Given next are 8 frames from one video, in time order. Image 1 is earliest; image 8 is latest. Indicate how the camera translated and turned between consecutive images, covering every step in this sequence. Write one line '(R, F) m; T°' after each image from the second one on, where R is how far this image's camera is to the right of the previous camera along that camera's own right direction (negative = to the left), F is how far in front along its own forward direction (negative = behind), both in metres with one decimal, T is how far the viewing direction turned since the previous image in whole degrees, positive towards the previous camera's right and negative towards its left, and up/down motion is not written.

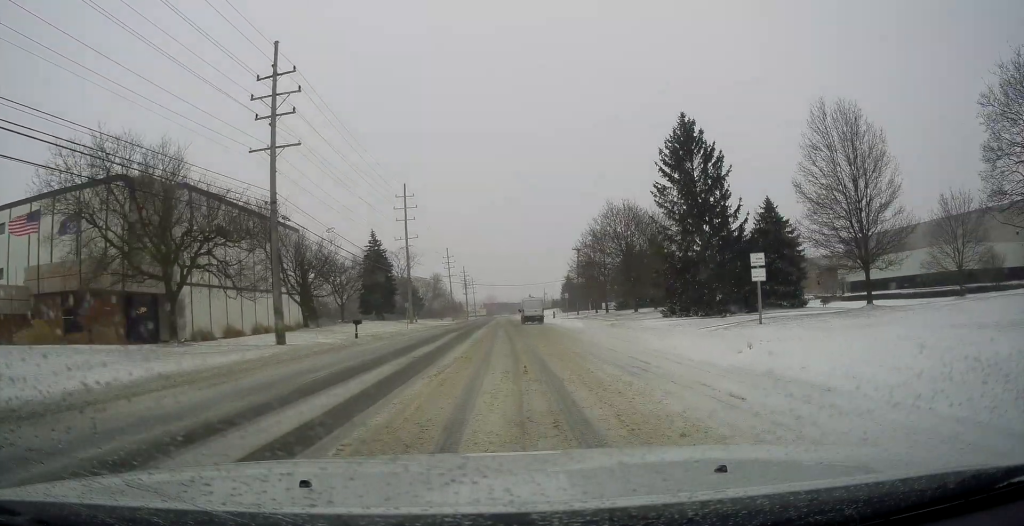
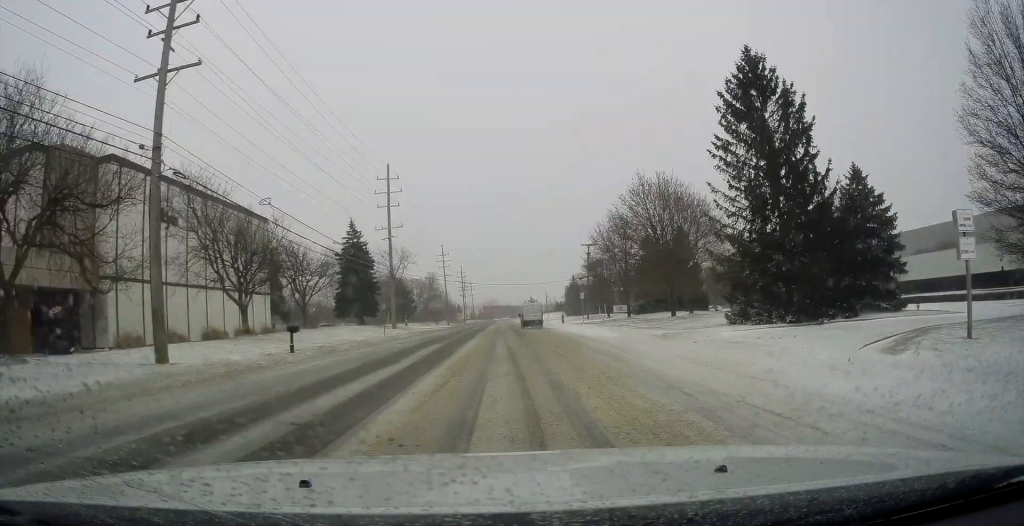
(+0.1, +11.5) m; -1°
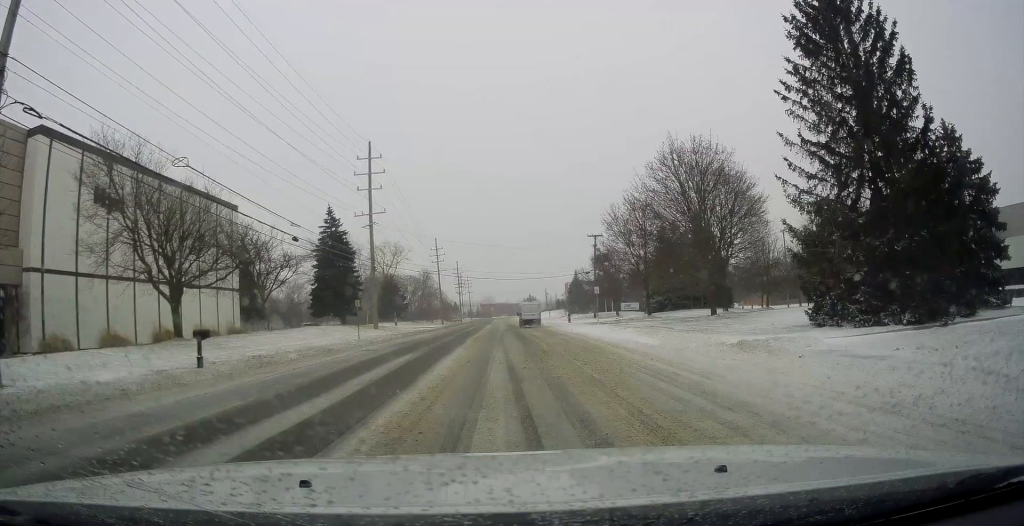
(-0.5, +8.4) m; 0°
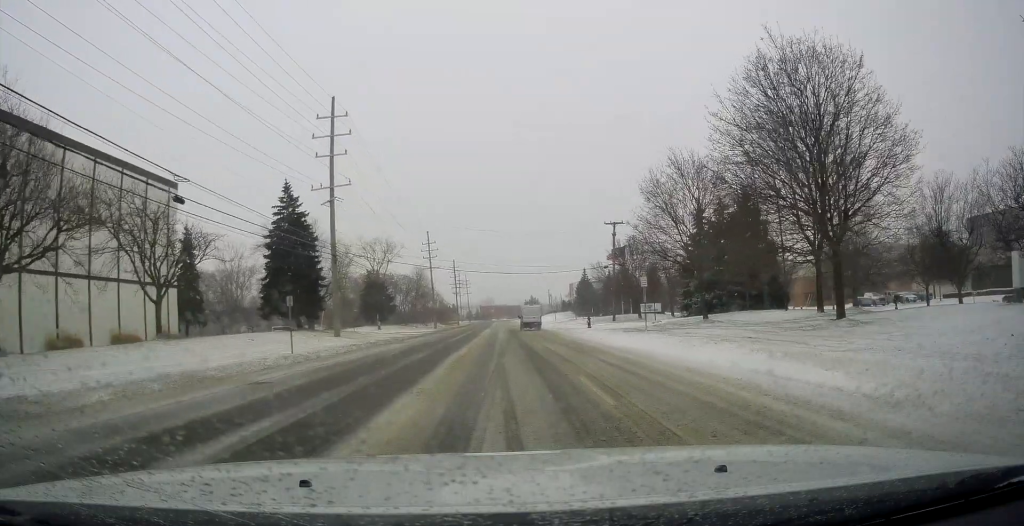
(+0.6, +13.5) m; +3°
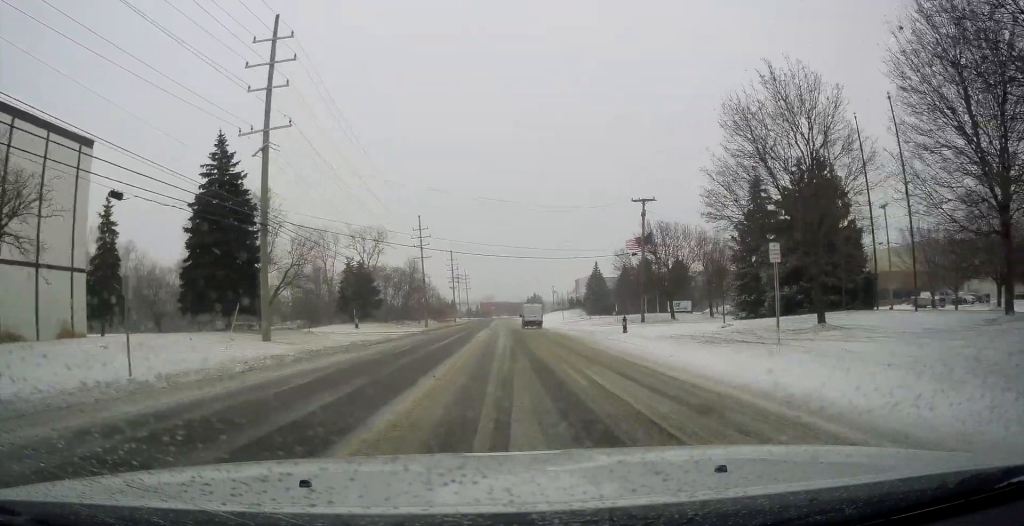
(0.0, +13.0) m; -4°
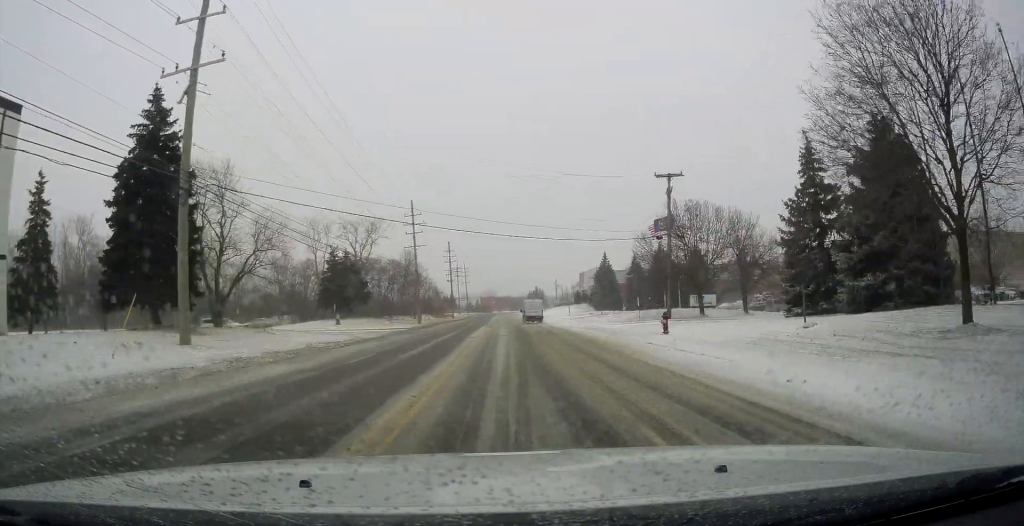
(-0.5, +8.3) m; 0°
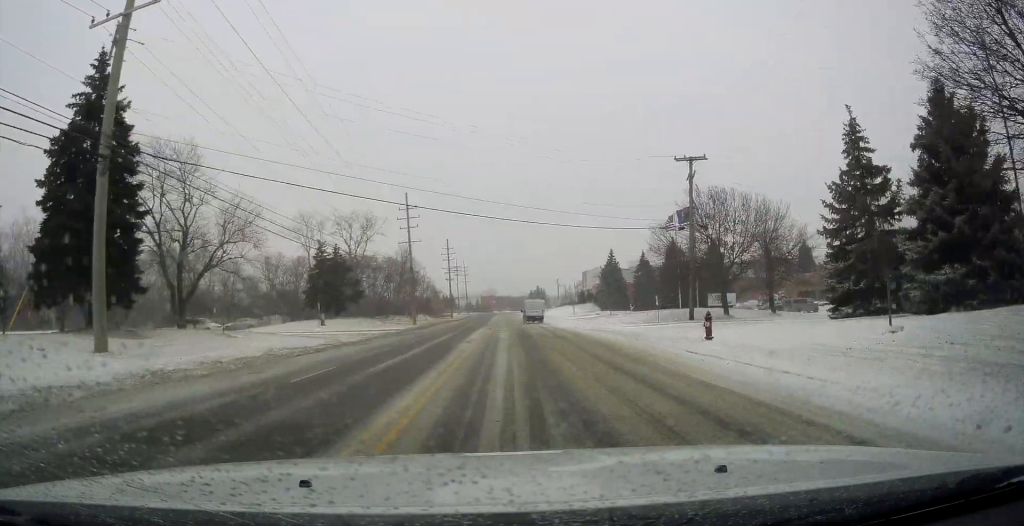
(-0.1, +5.7) m; 0°
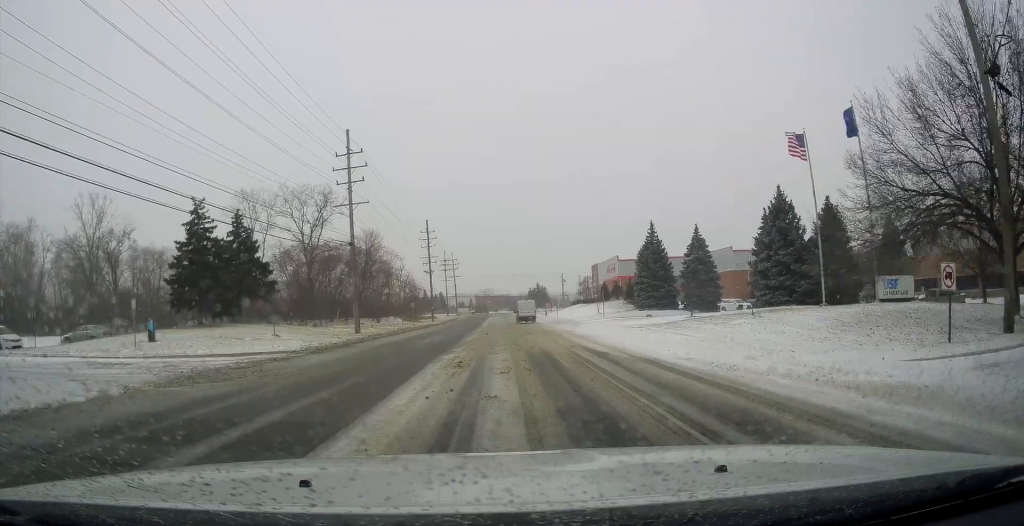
(+0.9, +28.0) m; +2°
